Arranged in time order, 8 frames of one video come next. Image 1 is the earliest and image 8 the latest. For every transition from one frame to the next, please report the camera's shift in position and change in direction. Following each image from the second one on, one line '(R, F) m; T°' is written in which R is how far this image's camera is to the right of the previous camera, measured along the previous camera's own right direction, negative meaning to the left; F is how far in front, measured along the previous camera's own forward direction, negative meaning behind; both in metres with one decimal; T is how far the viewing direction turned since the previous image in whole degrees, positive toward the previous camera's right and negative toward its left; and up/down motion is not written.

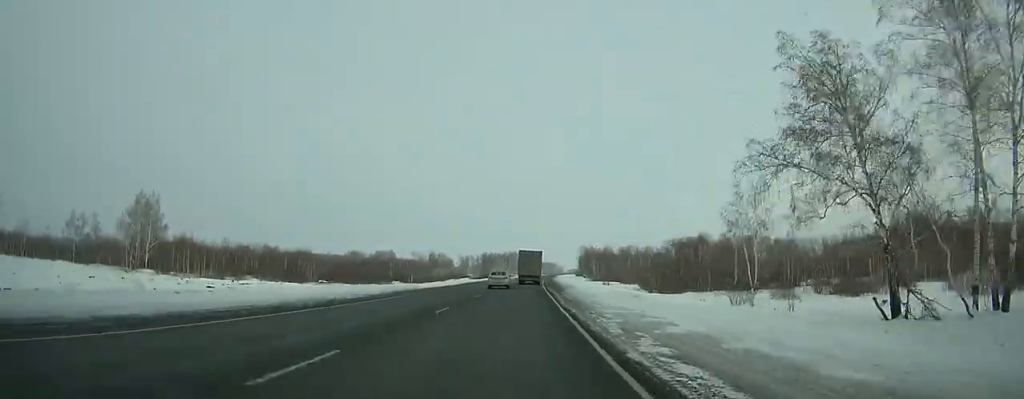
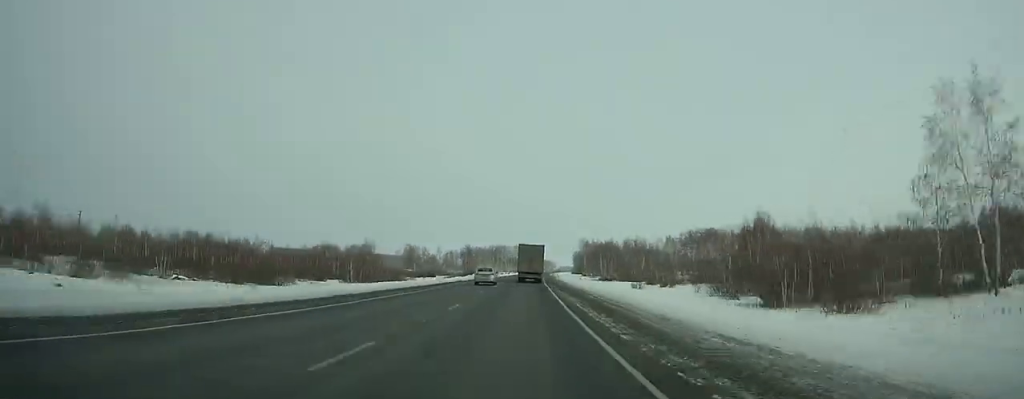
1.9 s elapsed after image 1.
(+0.2, +46.0) m; 0°
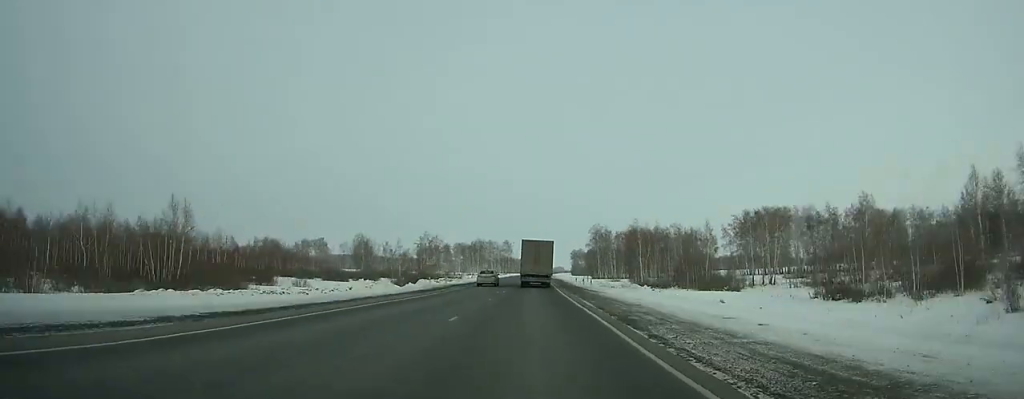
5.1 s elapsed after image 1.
(+0.6, +79.7) m; 0°
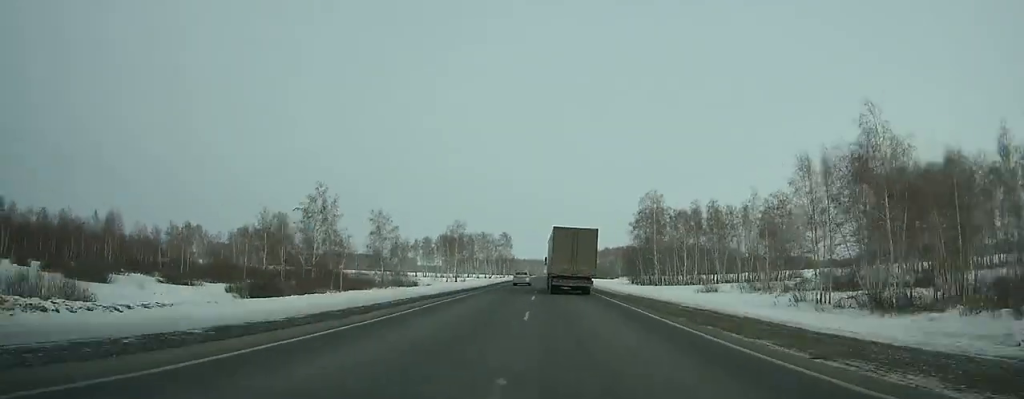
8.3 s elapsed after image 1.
(0.0, +83.6) m; 0°
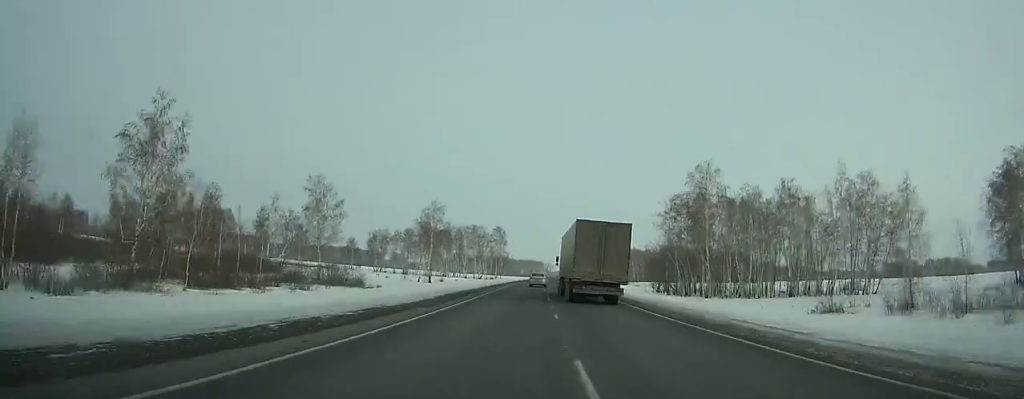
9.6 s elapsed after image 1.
(-0.4, +34.7) m; 0°
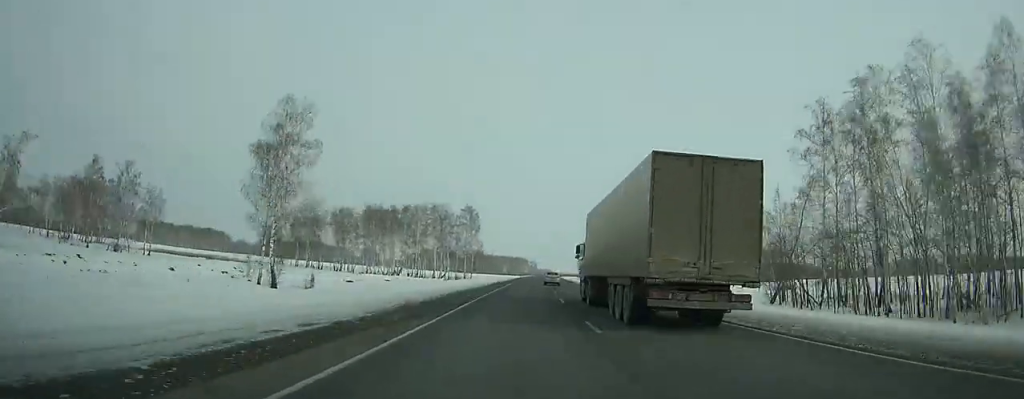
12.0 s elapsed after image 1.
(+1.0, +66.9) m; +1°
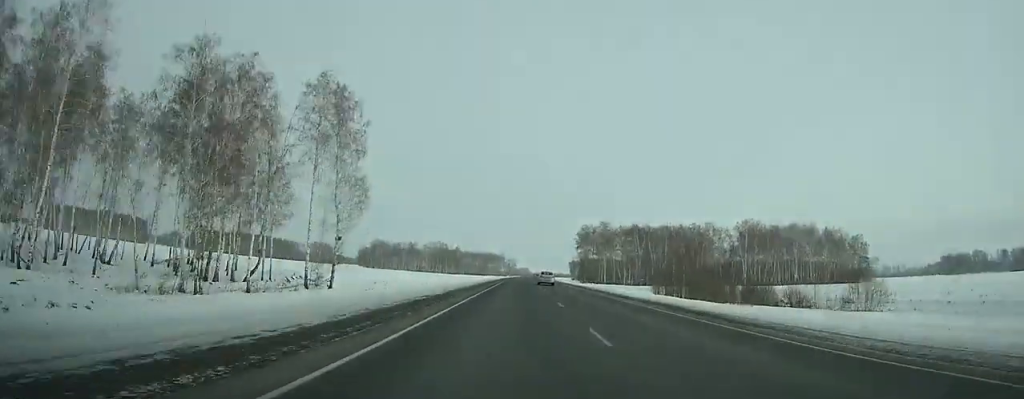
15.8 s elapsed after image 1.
(+1.7, +108.6) m; +2°
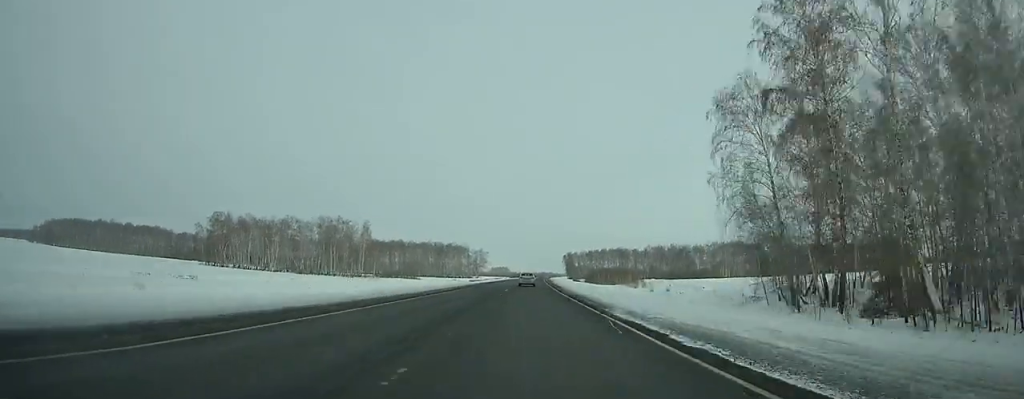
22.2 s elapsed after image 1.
(+3.5, +183.1) m; +2°
